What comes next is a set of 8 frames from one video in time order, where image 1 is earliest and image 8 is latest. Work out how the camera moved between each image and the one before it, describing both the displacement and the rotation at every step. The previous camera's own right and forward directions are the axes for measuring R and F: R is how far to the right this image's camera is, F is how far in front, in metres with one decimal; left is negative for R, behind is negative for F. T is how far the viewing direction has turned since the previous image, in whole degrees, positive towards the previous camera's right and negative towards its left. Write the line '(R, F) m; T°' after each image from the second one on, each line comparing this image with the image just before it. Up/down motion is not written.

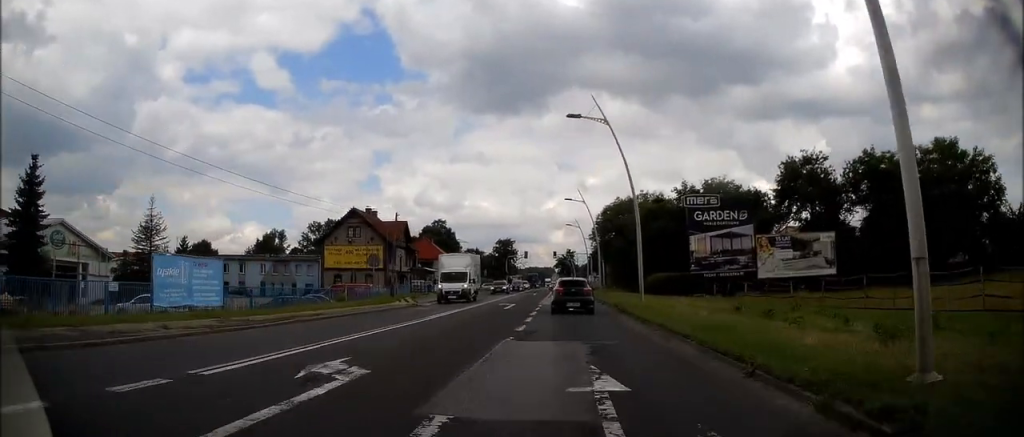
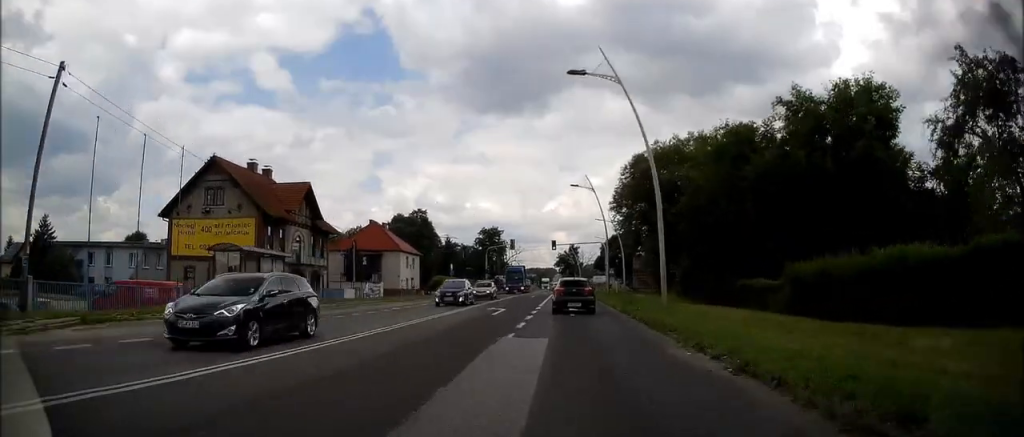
(+0.1, +34.1) m; 0°
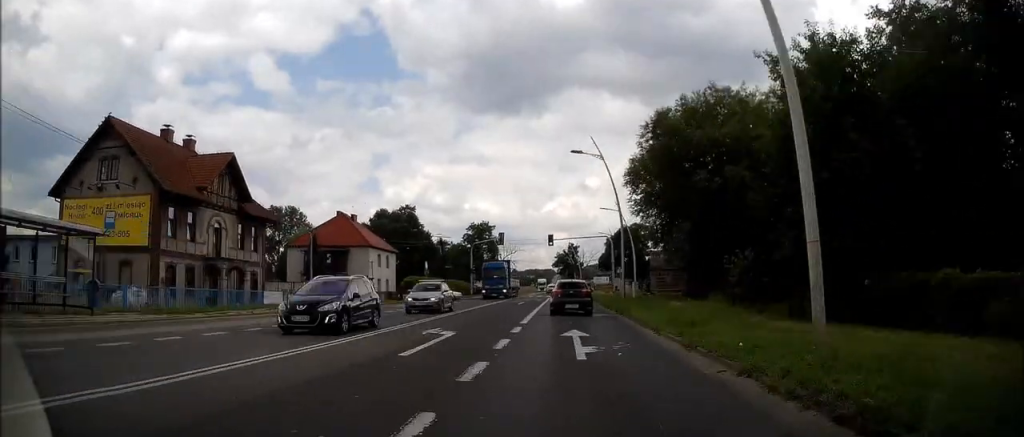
(0.0, +12.8) m; 0°
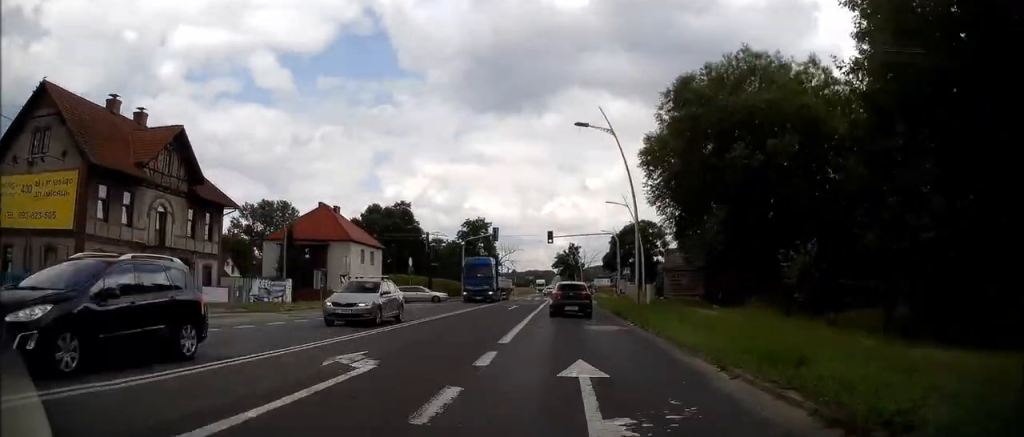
(0.0, +6.4) m; 0°
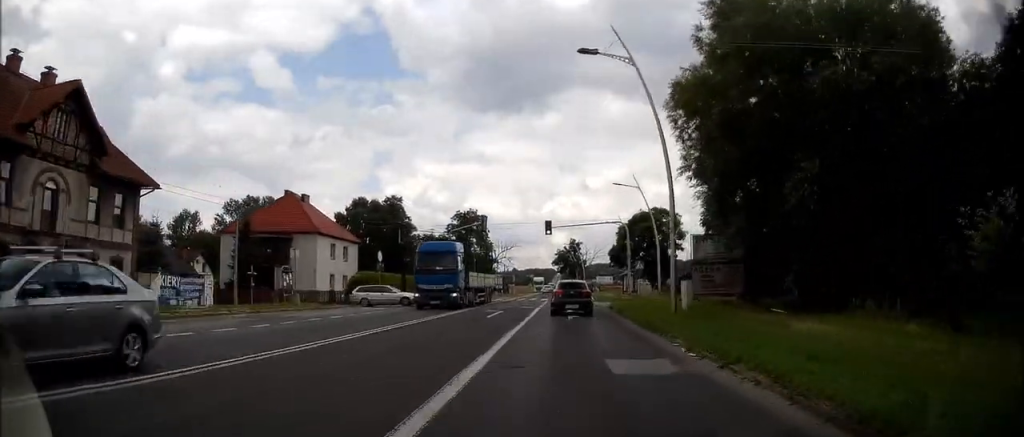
(0.0, +9.2) m; 0°
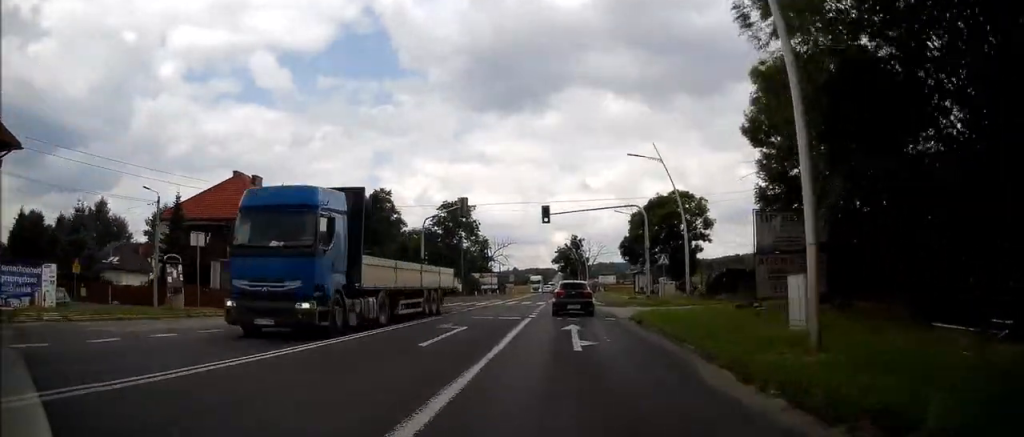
(0.0, +10.8) m; 0°
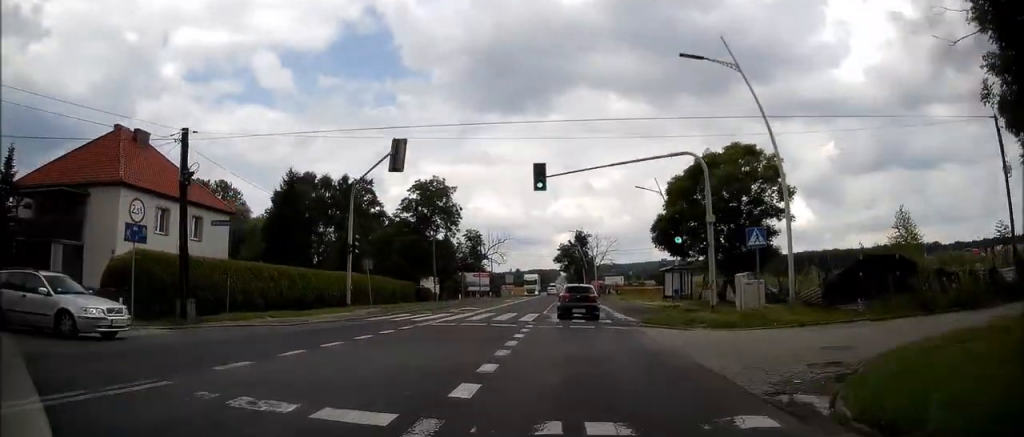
(0.0, +17.0) m; 0°
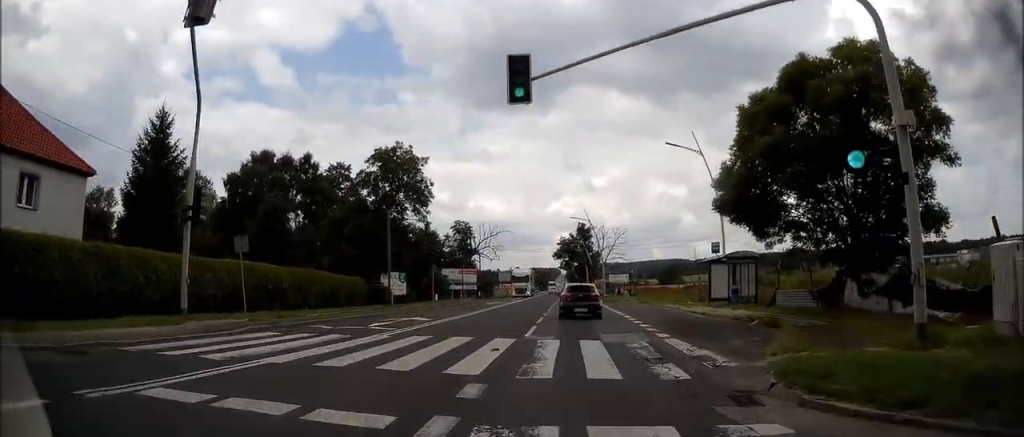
(0.0, +14.5) m; 0°
